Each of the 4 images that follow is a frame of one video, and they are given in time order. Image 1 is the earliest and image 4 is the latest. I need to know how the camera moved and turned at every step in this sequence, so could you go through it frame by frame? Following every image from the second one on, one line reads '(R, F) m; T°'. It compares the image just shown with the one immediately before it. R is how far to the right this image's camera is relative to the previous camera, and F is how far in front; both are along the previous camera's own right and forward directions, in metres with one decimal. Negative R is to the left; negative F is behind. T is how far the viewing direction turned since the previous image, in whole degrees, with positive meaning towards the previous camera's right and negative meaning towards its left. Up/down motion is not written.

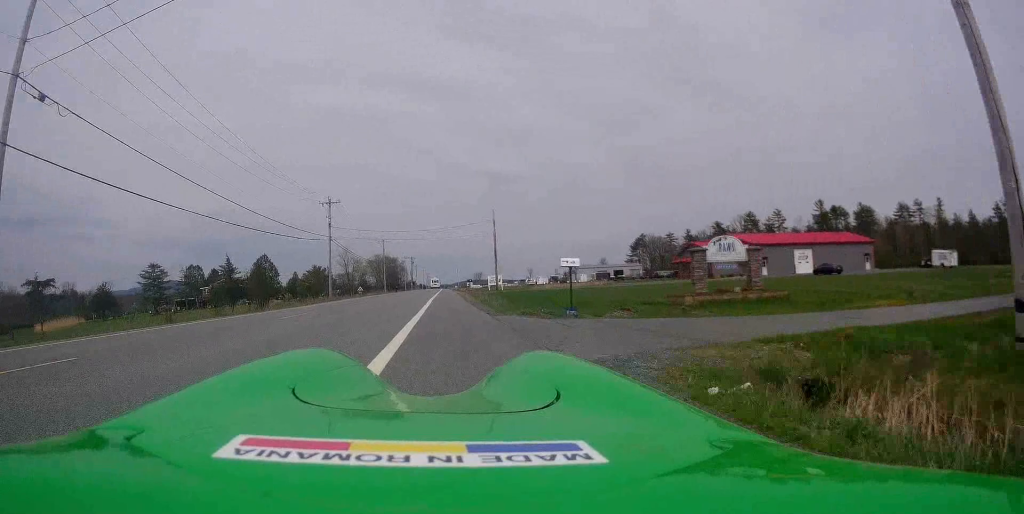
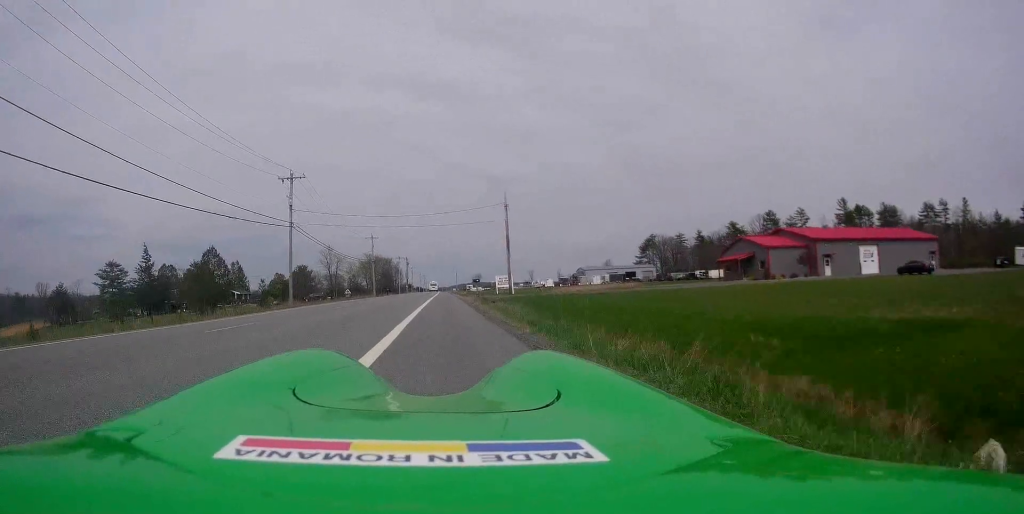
(+0.5, +16.1) m; 0°
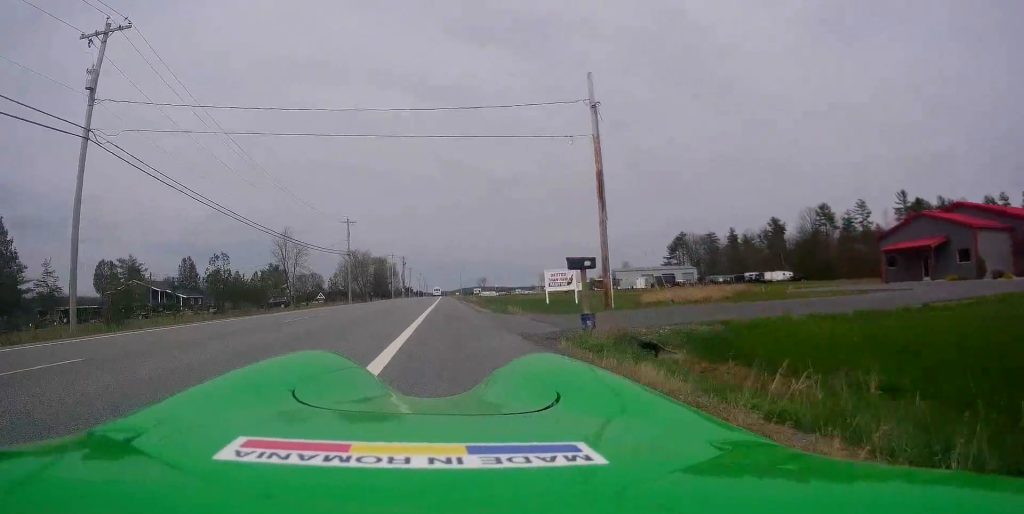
(-0.5, +31.9) m; -1°
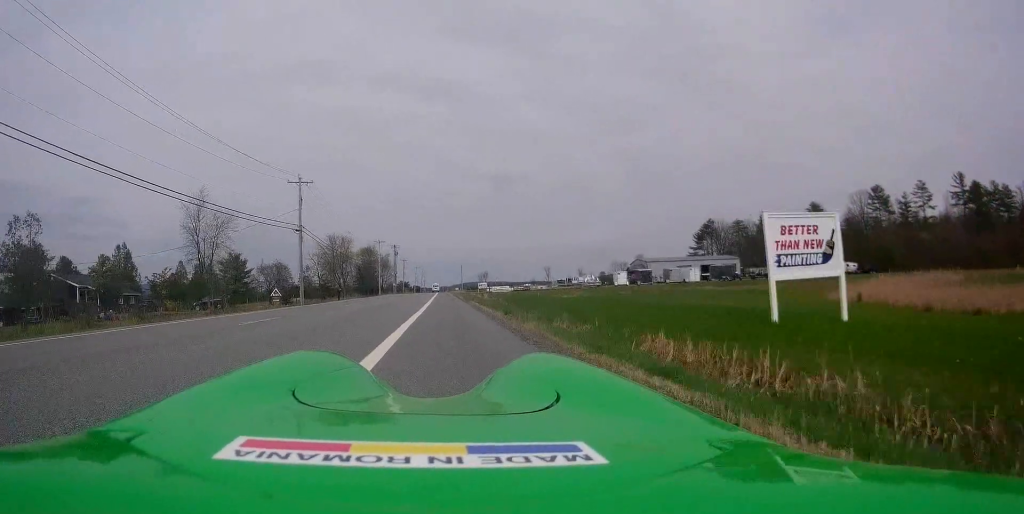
(-0.1, +26.8) m; 0°
